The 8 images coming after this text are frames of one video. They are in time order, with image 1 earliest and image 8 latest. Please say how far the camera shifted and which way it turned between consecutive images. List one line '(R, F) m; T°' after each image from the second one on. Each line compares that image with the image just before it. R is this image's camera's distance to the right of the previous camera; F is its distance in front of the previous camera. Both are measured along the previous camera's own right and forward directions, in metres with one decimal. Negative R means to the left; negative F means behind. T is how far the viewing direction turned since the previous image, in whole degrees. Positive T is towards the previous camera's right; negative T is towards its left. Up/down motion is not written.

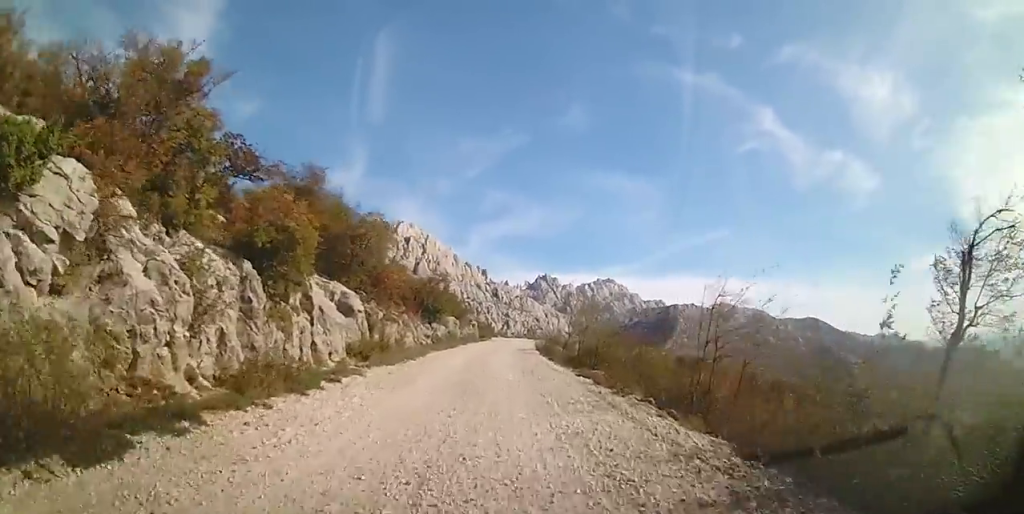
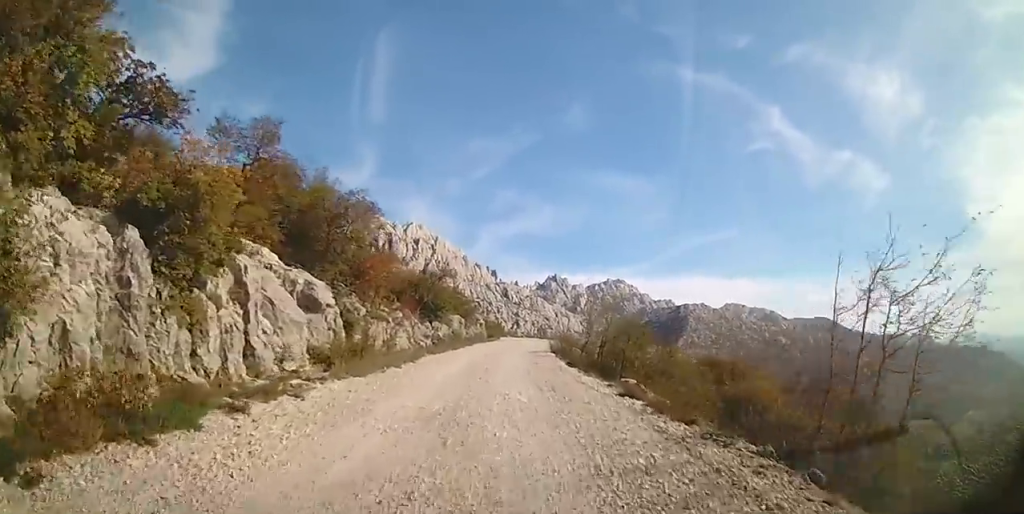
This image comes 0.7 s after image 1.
(-0.2, +4.6) m; -2°
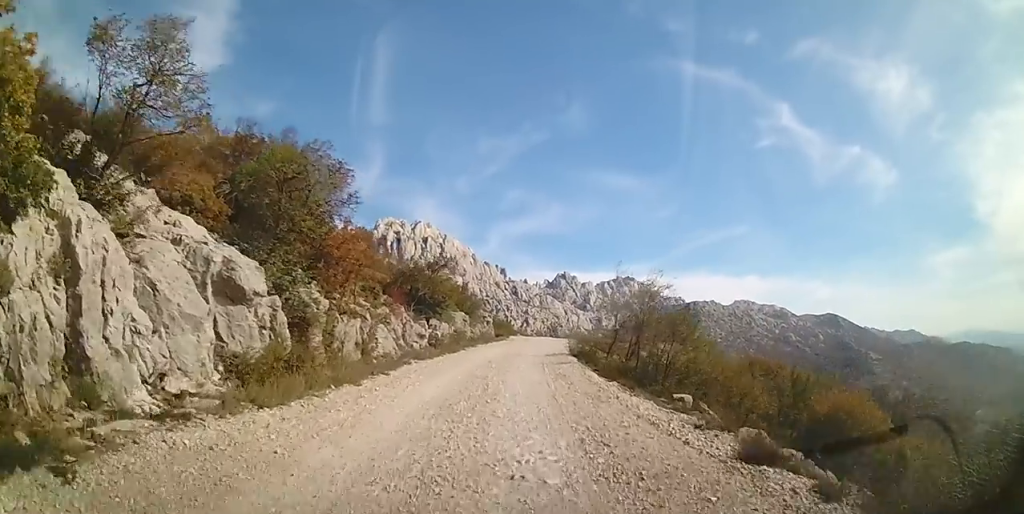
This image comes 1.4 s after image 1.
(-0.1, +5.3) m; +1°
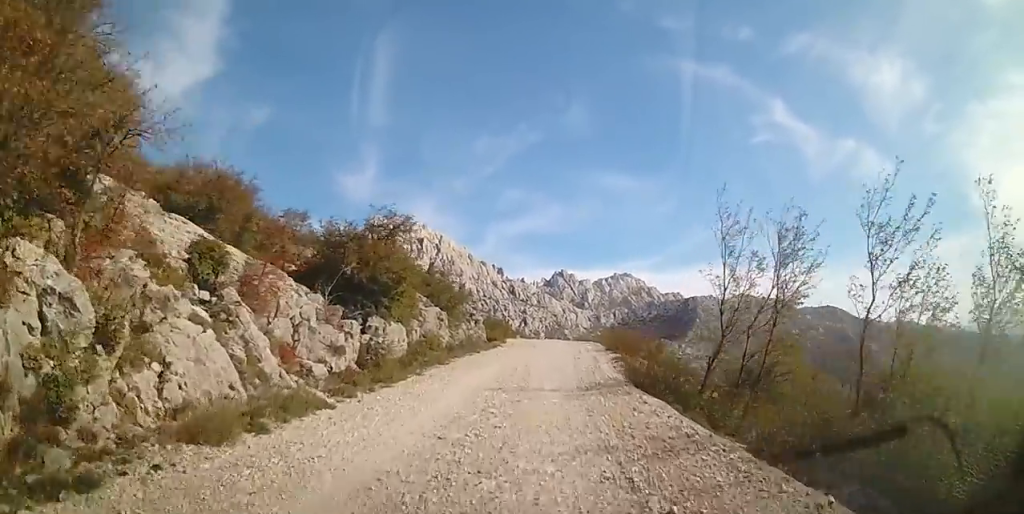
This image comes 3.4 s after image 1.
(+0.3, +12.9) m; +1°
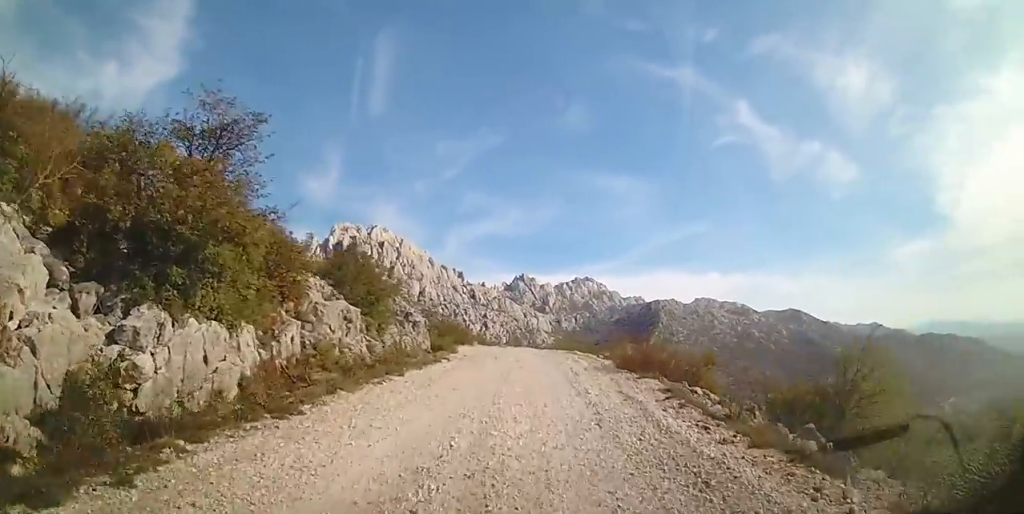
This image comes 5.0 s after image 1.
(+0.2, +10.3) m; +4°
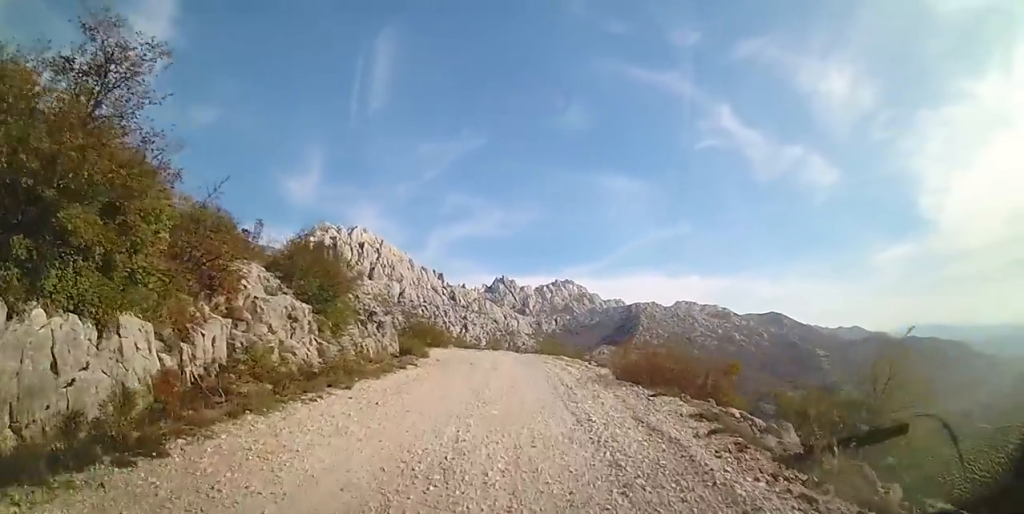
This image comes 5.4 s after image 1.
(+0.1, +3.0) m; 0°
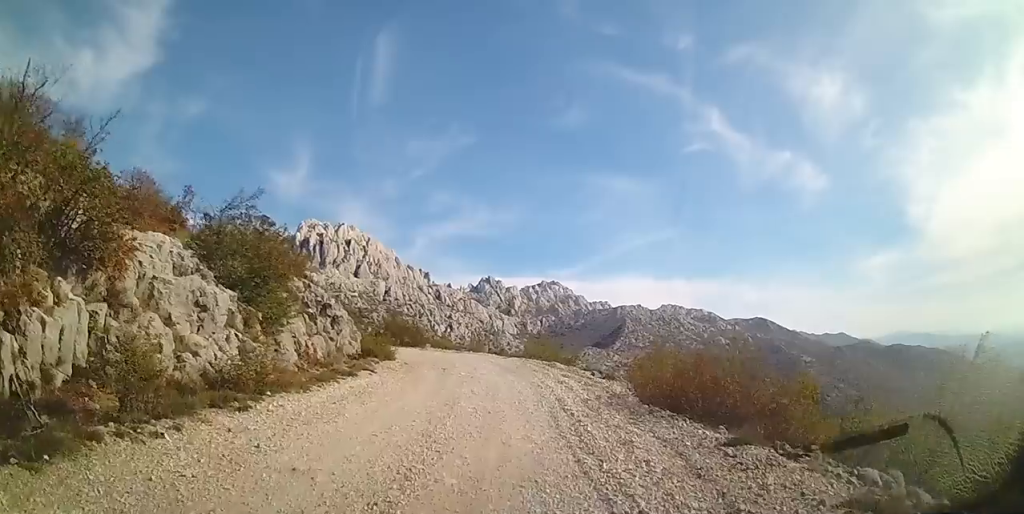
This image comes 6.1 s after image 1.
(0.0, +4.0) m; 0°
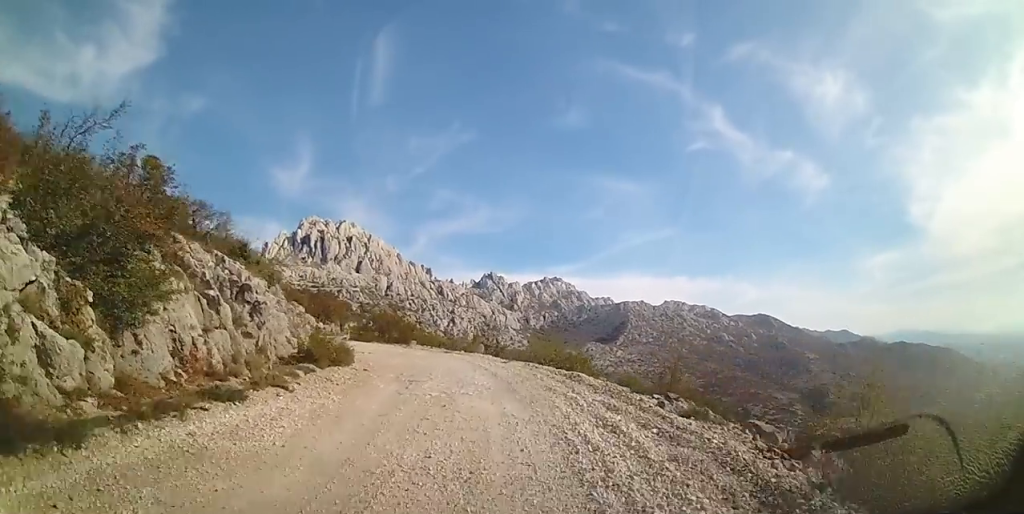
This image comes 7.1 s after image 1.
(-0.1, +6.2) m; -1°
